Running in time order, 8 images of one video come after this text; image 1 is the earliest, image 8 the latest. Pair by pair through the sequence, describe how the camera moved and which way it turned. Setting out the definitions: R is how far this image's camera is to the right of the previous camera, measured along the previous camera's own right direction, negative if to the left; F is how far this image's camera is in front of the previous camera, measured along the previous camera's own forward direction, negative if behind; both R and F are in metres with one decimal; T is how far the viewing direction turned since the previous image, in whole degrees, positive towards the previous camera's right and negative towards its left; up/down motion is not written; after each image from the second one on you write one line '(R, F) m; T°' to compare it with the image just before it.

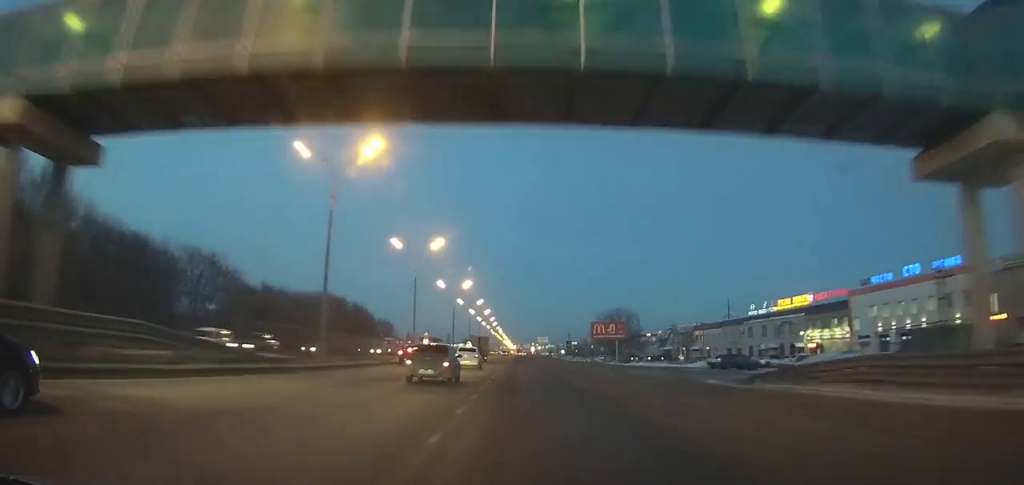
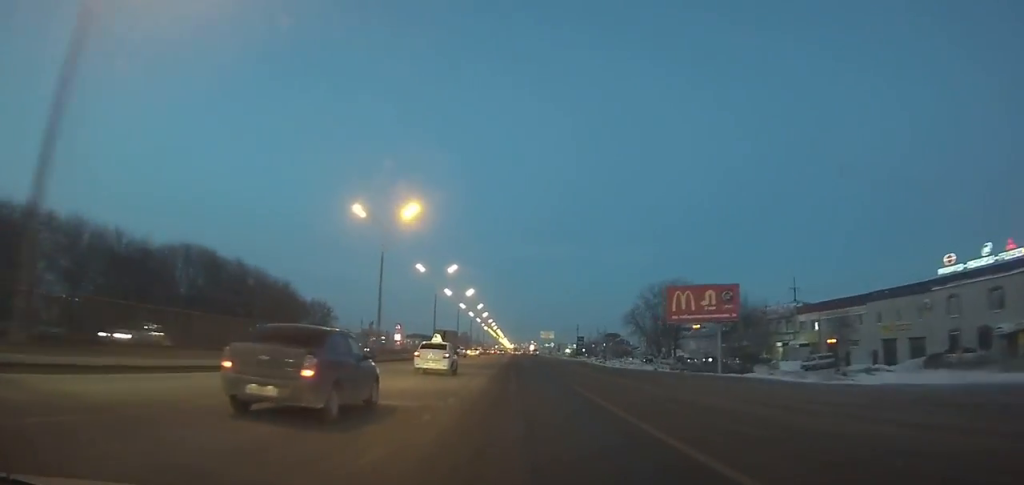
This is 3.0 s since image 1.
(0.0, +53.4) m; 0°
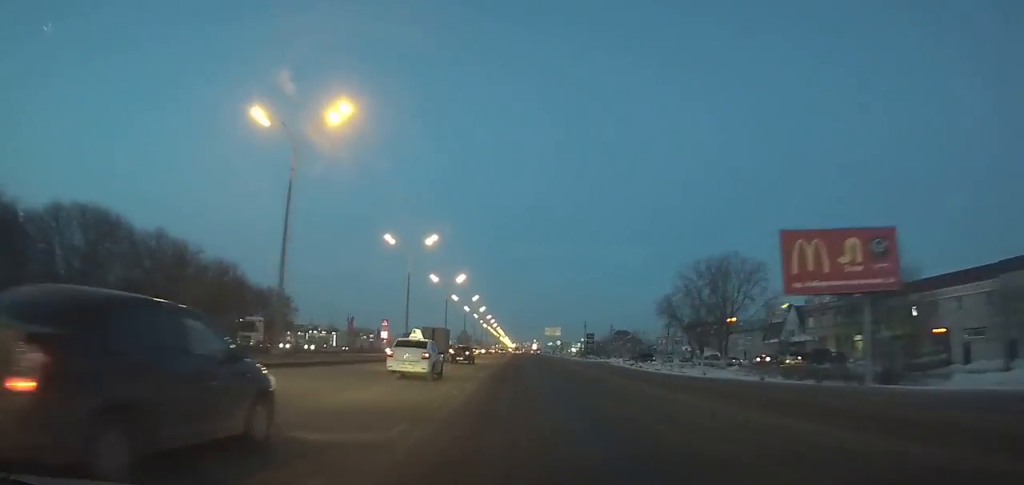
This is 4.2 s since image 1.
(0.0, +21.6) m; 0°
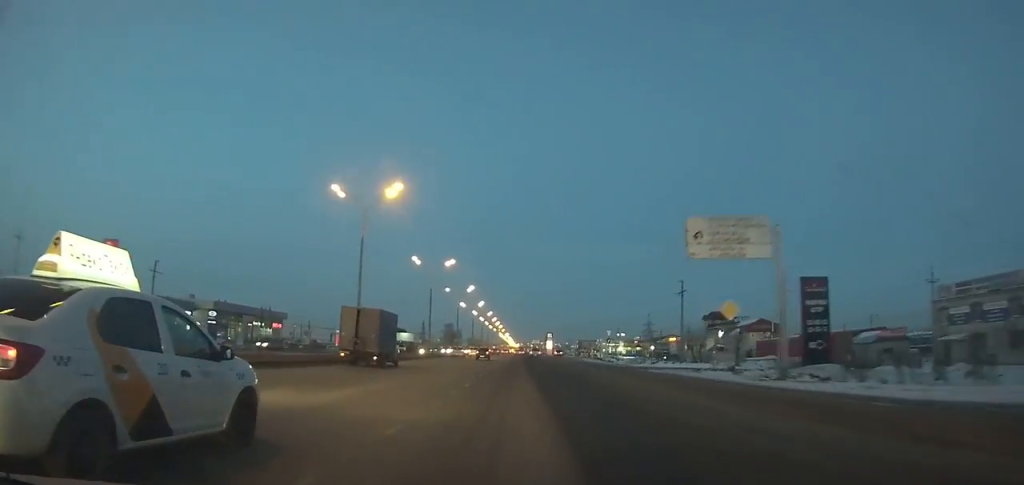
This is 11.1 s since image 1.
(+0.2, +124.6) m; 0°
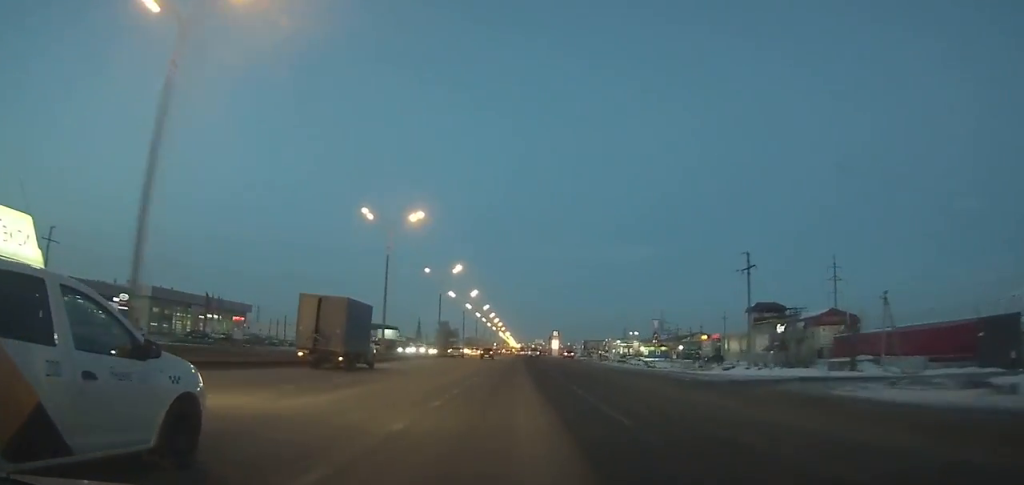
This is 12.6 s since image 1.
(-0.1, +26.9) m; 0°
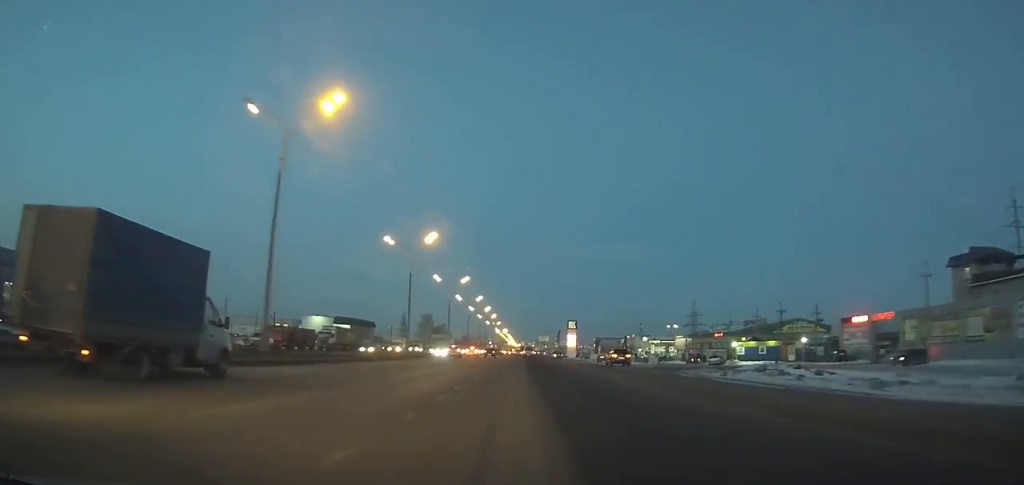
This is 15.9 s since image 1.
(0.0, +57.9) m; 0°
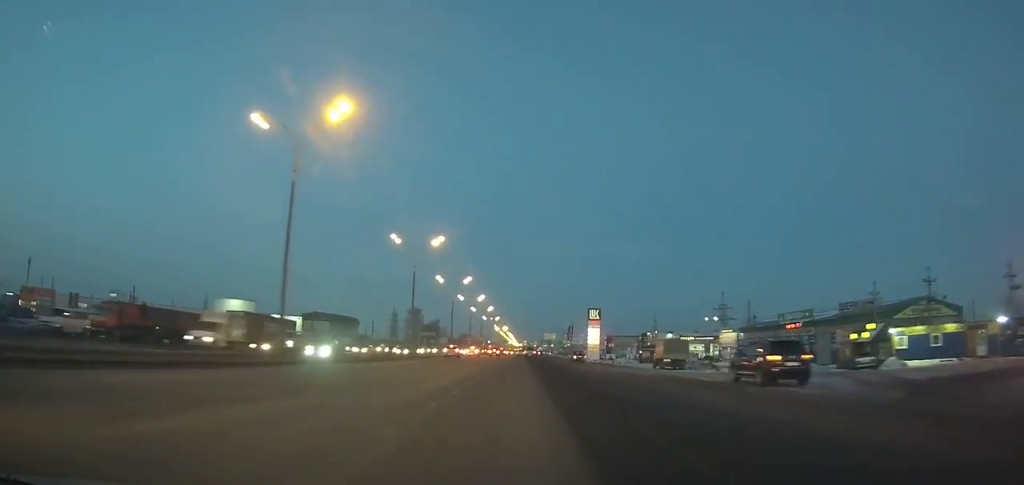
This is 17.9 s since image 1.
(-0.3, +34.0) m; 0°
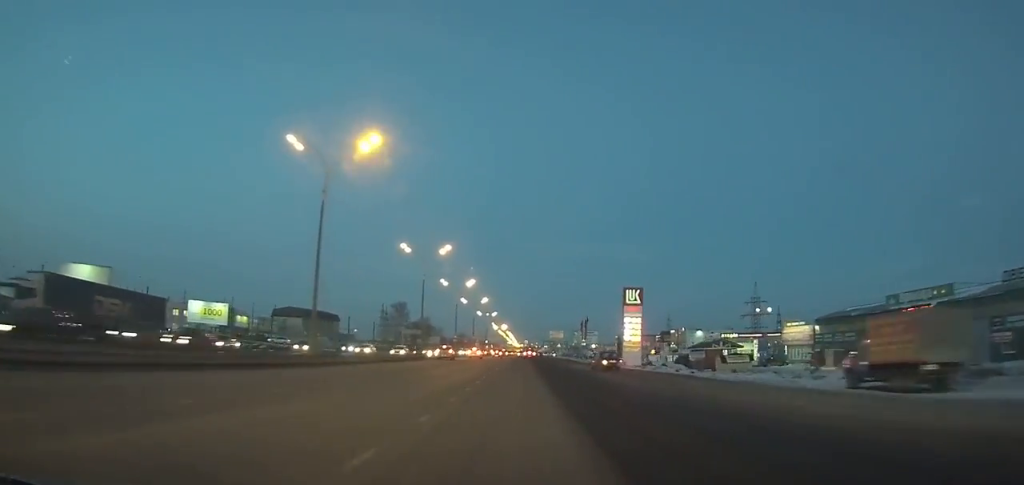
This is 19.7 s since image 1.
(0.0, +30.0) m; 0°
